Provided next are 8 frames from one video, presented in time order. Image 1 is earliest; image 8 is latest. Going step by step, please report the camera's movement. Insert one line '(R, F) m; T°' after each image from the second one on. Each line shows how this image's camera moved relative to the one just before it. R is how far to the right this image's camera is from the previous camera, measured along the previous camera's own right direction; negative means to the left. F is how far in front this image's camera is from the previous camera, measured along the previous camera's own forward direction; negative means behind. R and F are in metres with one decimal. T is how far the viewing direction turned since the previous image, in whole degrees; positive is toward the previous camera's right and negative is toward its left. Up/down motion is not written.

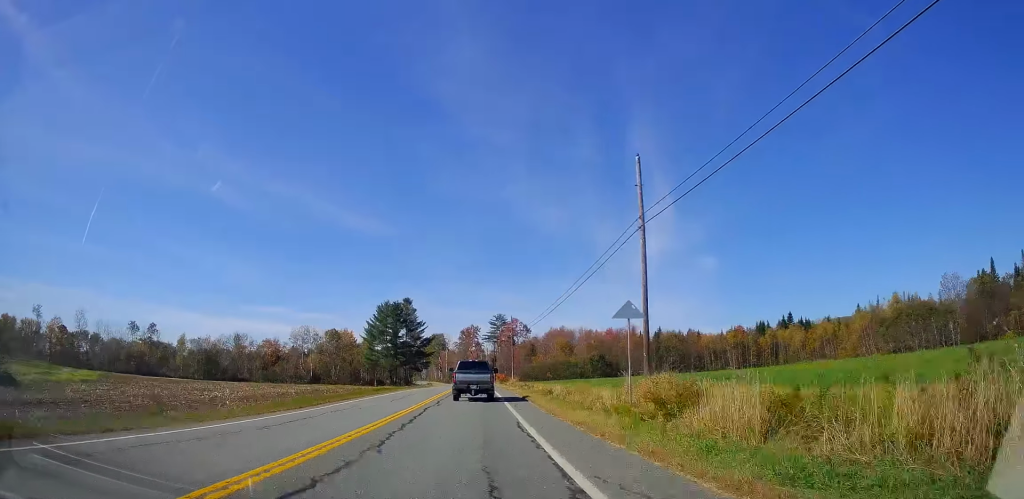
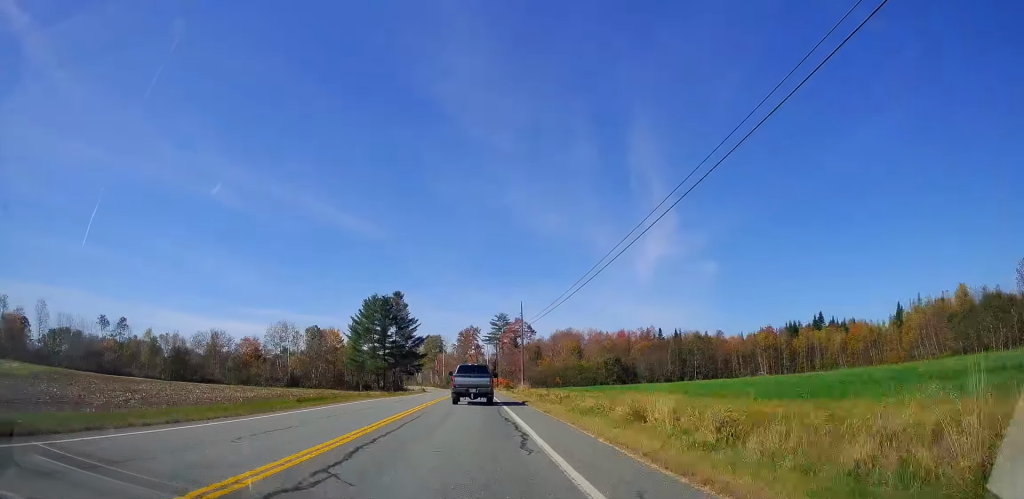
(-0.3, +18.6) m; -1°
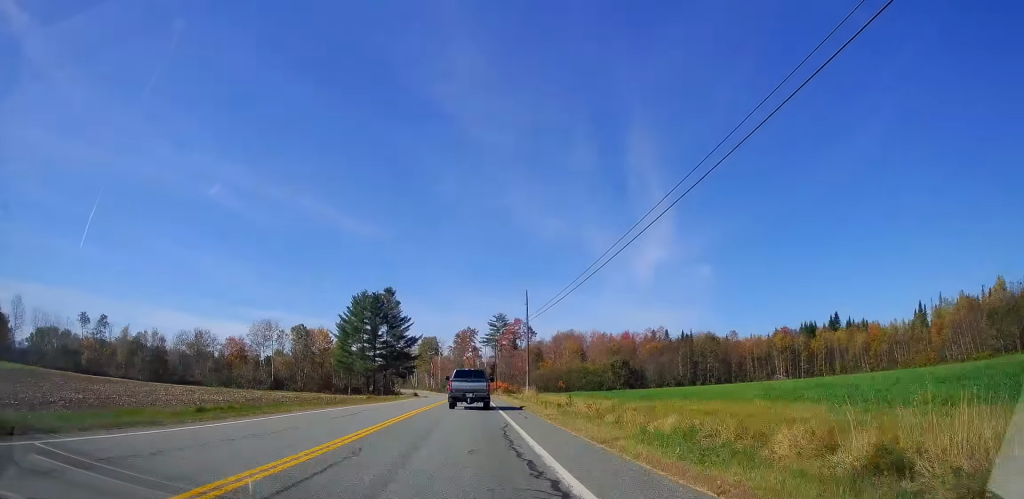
(0.0, +9.6) m; +1°
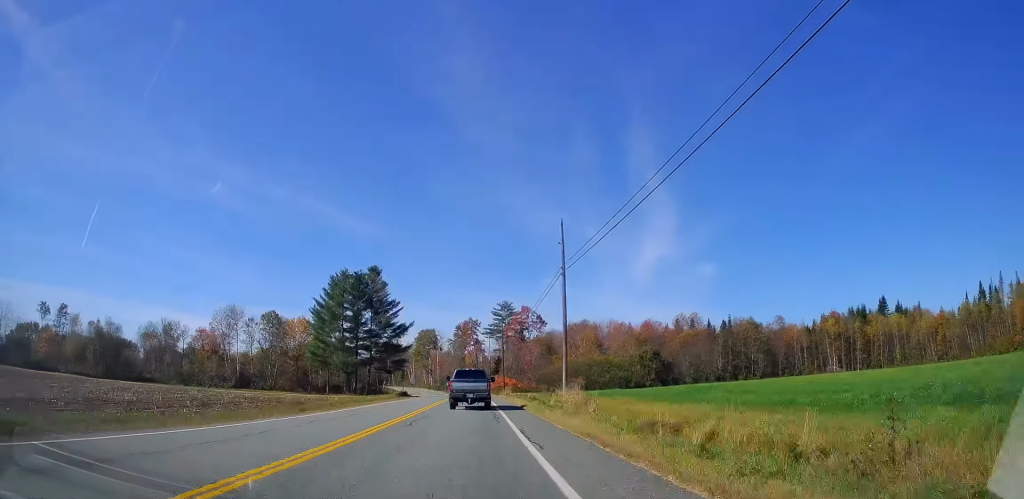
(+0.2, +20.8) m; +1°
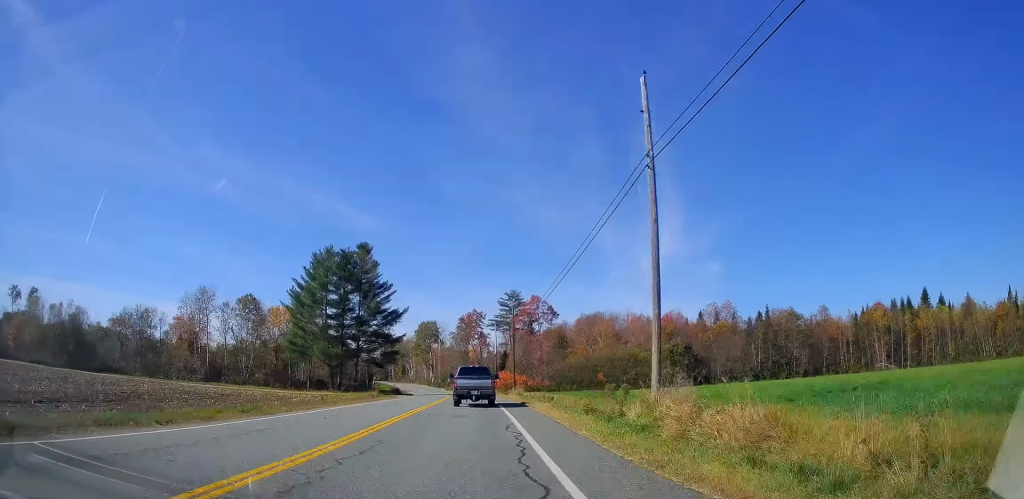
(+0.3, +14.4) m; 0°
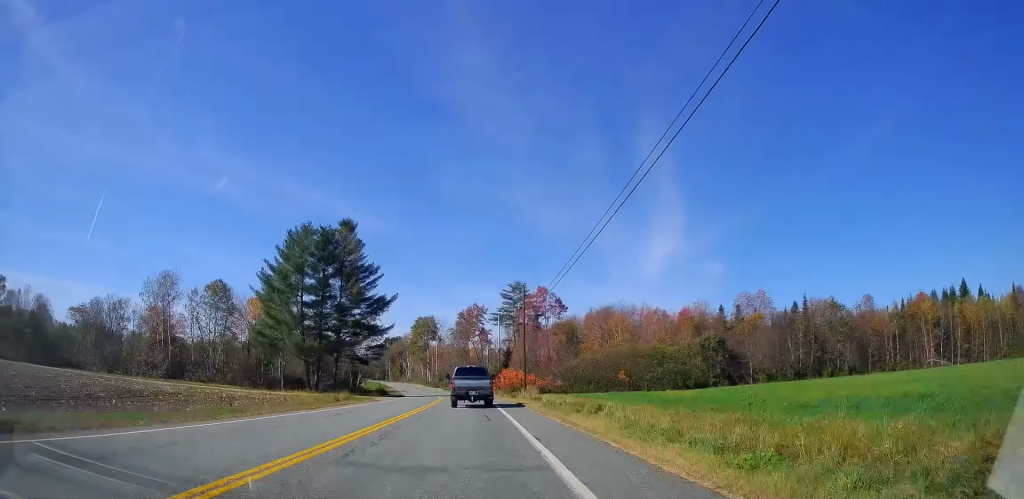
(-0.2, +12.9) m; -1°
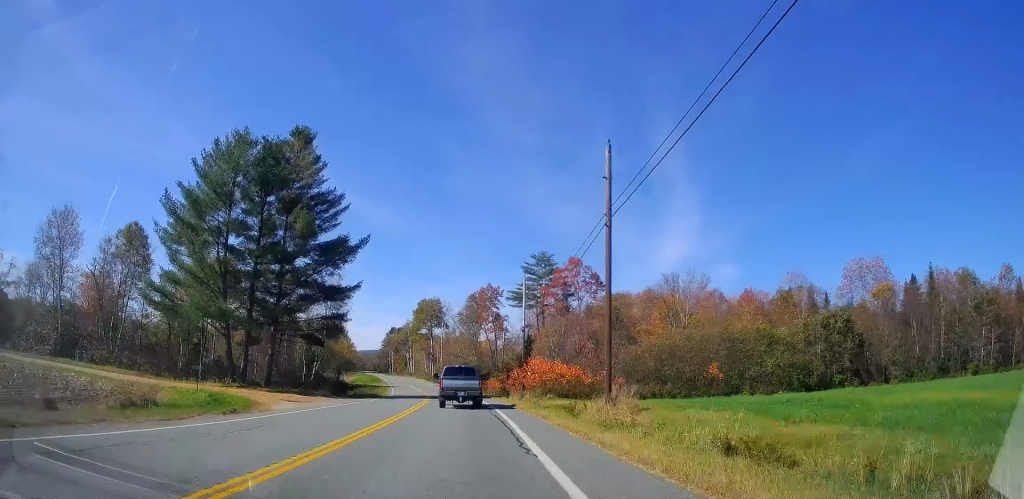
(-0.3, +27.5) m; -1°
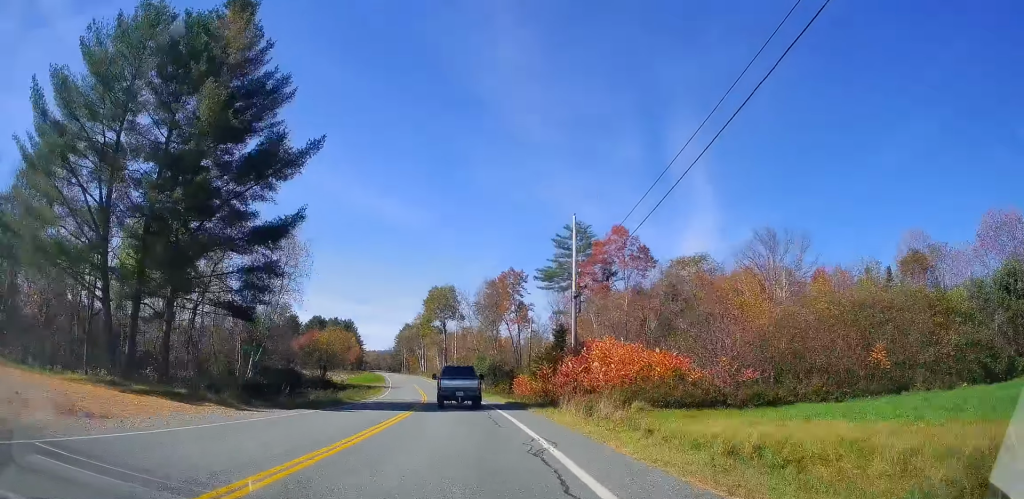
(0.0, +20.5) m; 0°
